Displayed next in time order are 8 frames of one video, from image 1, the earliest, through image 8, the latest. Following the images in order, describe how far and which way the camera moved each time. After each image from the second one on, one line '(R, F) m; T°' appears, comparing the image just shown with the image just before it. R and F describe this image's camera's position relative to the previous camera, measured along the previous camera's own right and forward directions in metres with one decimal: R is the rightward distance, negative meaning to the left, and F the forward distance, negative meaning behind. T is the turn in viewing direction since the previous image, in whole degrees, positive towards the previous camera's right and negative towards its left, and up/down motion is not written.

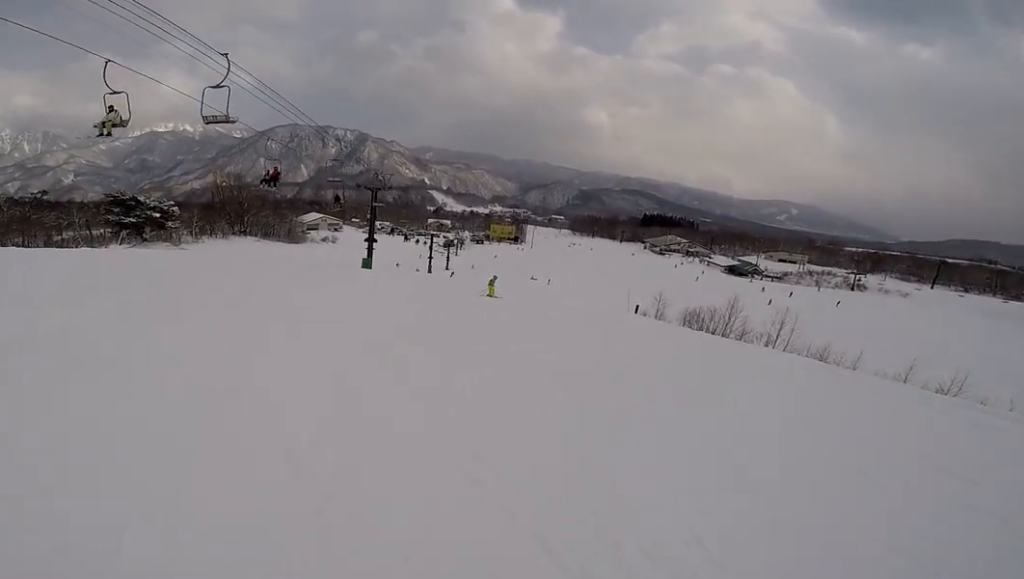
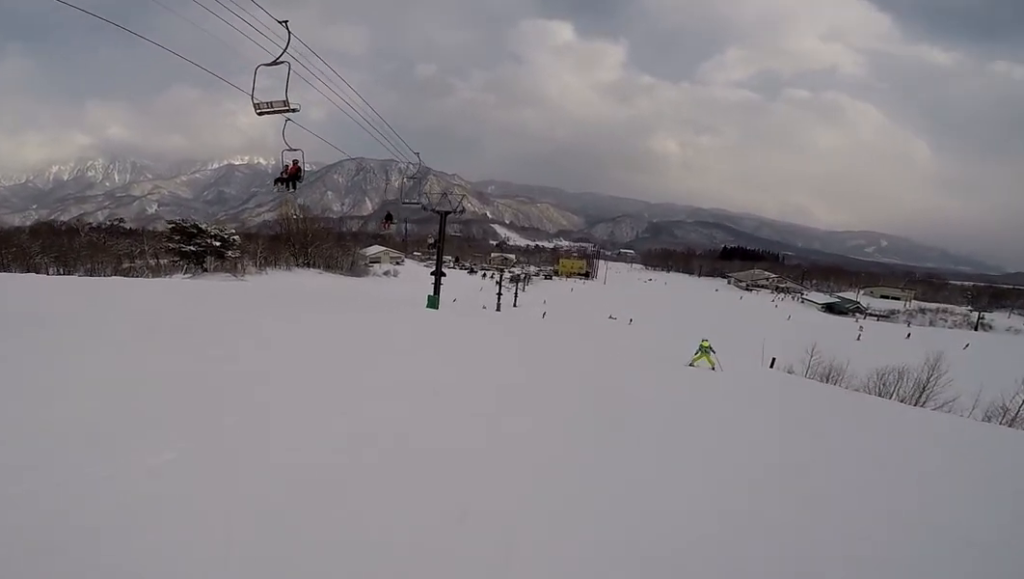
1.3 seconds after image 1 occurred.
(-0.4, +7.2) m; +4°
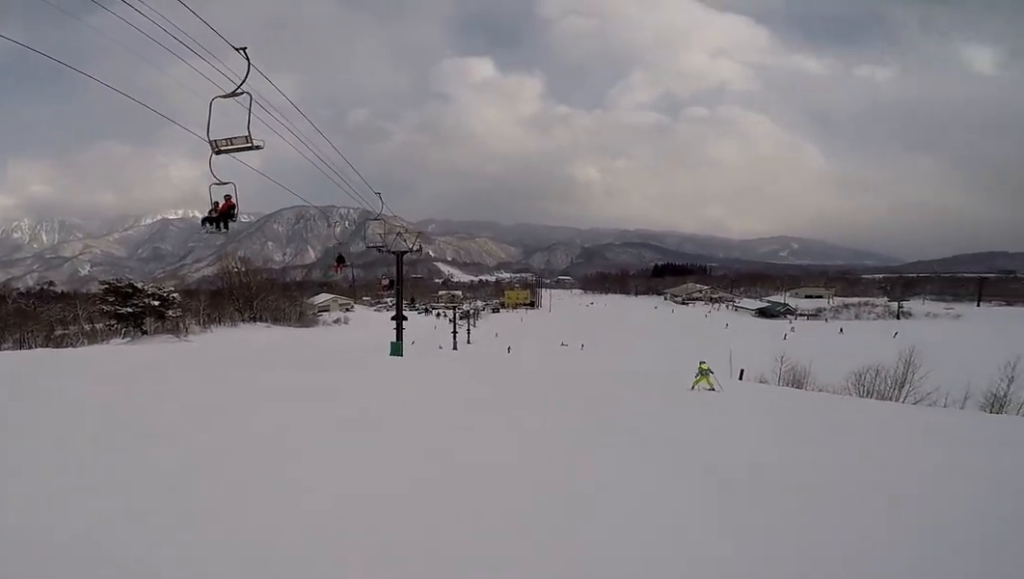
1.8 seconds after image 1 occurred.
(+0.2, +2.3) m; +6°
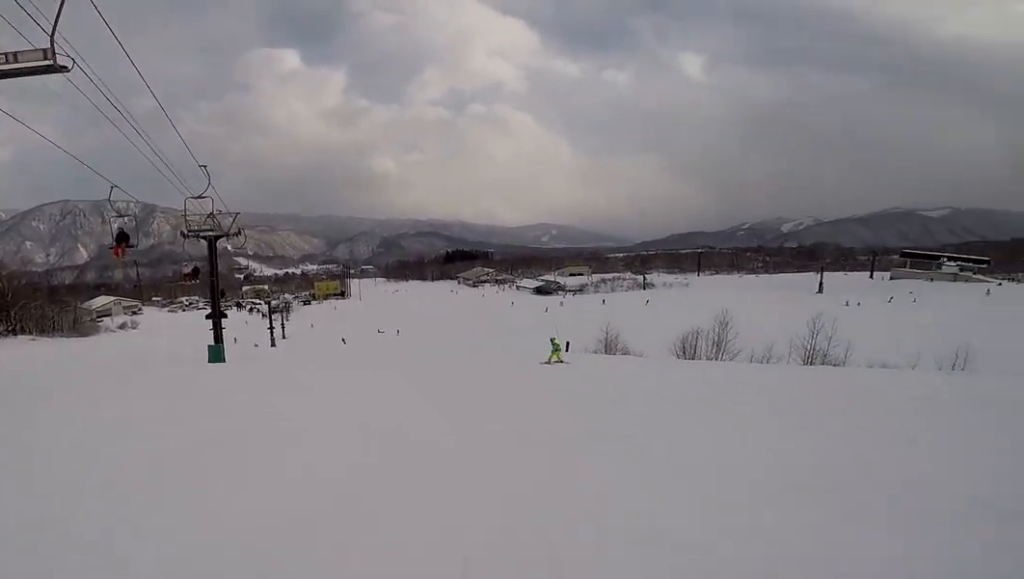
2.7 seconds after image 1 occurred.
(+0.5, +4.3) m; +16°
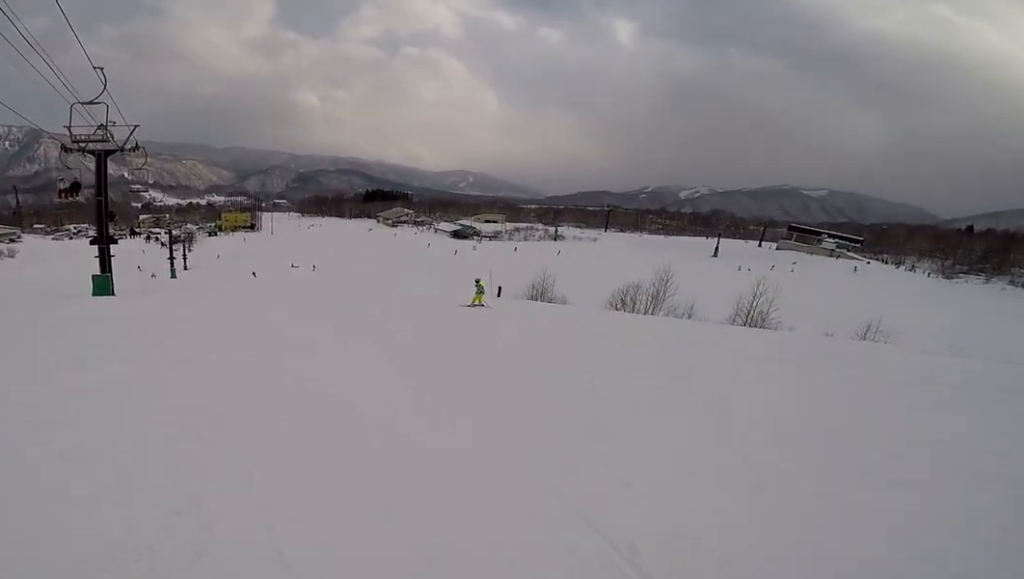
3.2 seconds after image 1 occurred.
(-0.2, +2.6) m; +12°
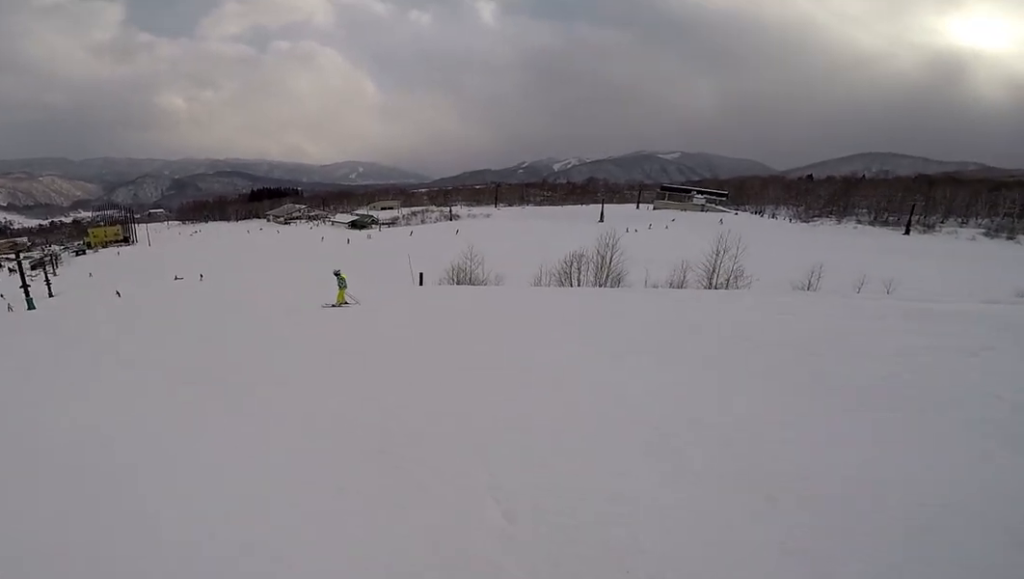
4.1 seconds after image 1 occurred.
(+1.3, +4.9) m; +14°
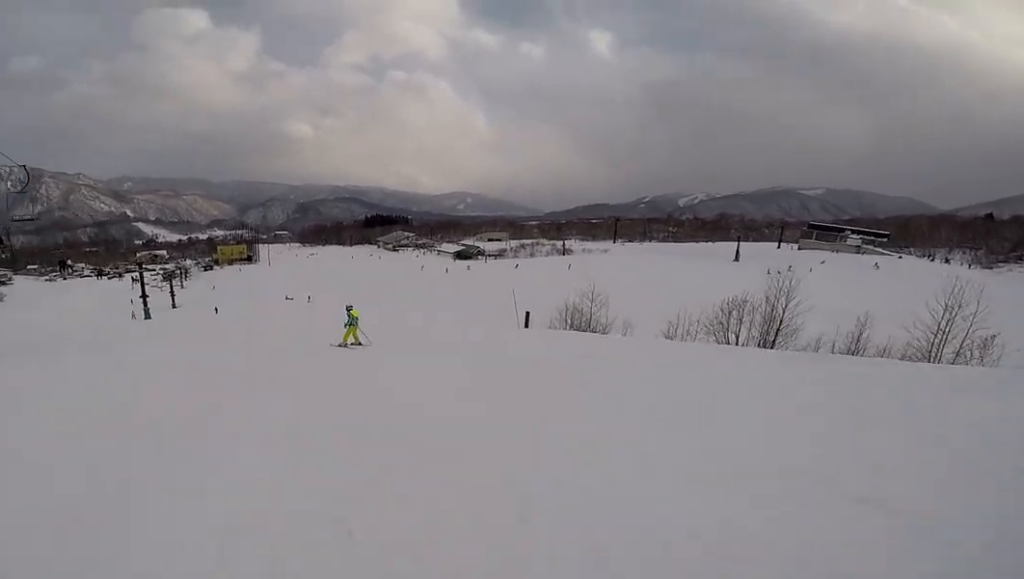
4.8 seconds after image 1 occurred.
(+0.1, +4.0) m; -17°
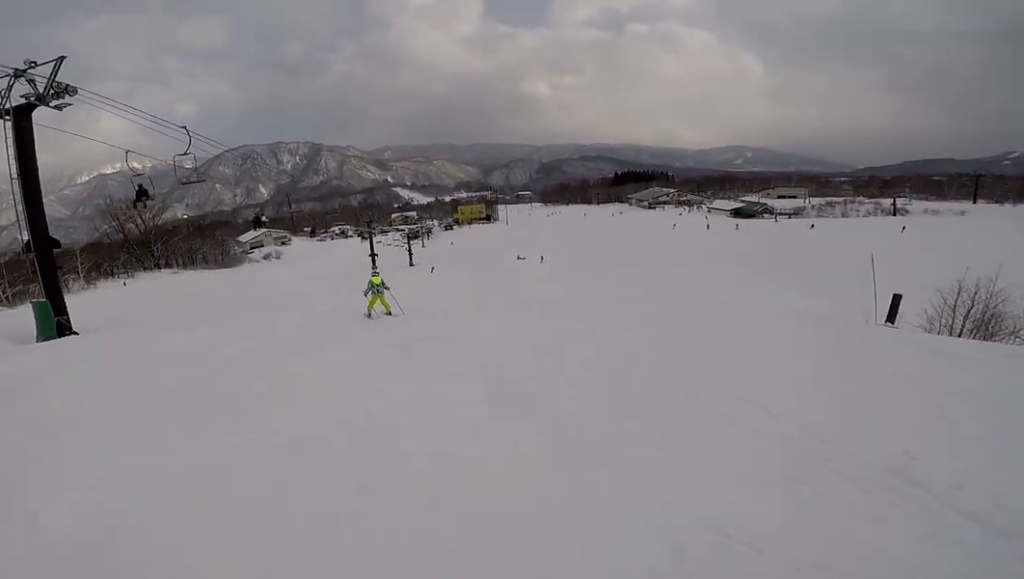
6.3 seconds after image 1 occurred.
(-3.0, +6.5) m; -39°
